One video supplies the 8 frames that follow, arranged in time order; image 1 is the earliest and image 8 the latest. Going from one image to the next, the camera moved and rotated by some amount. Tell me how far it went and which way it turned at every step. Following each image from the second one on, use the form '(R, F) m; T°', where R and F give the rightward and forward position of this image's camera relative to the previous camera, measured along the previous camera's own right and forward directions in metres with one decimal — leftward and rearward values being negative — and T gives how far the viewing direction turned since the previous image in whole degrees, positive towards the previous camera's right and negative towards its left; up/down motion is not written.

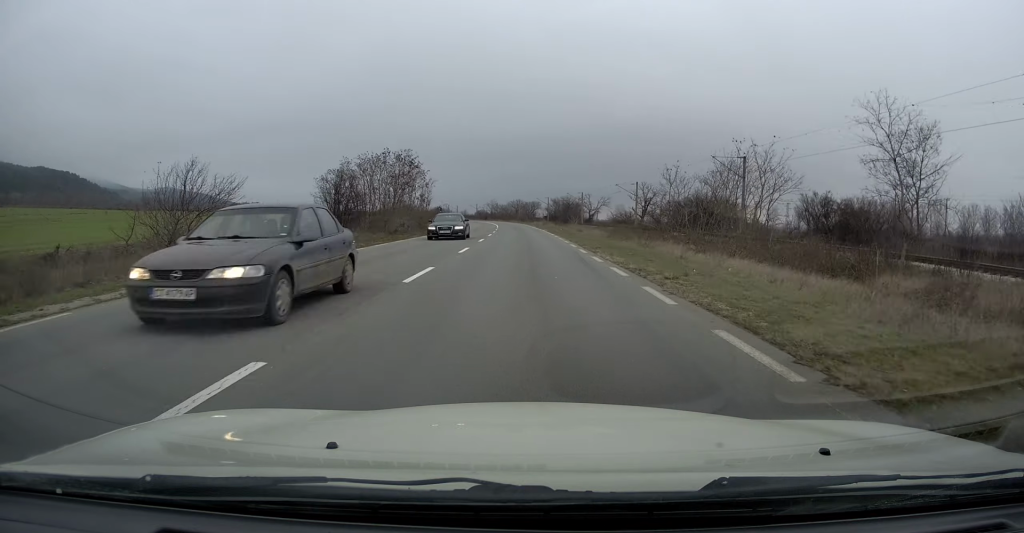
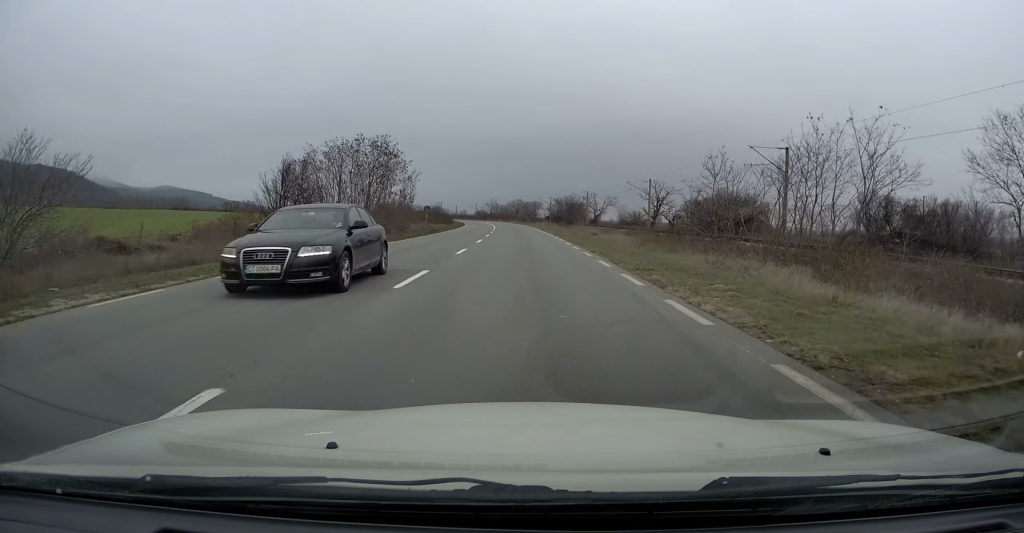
(-0.2, +9.6) m; -1°
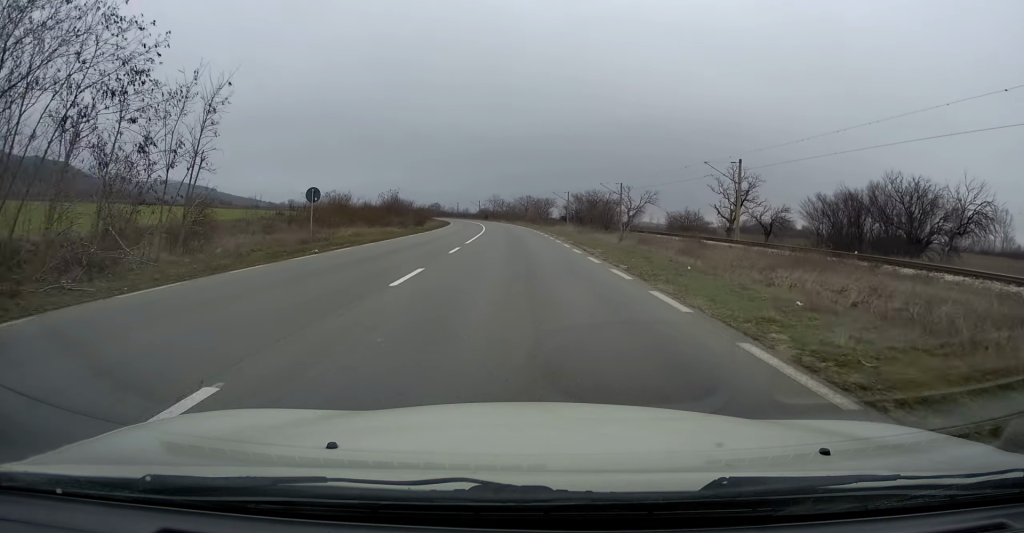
(-0.9, +35.5) m; -1°
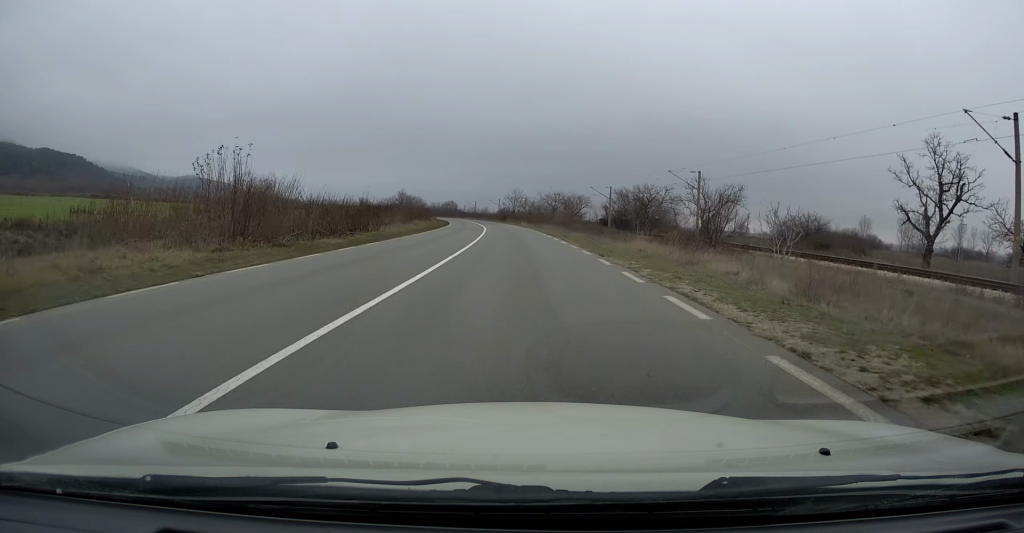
(+0.1, +32.7) m; -1°
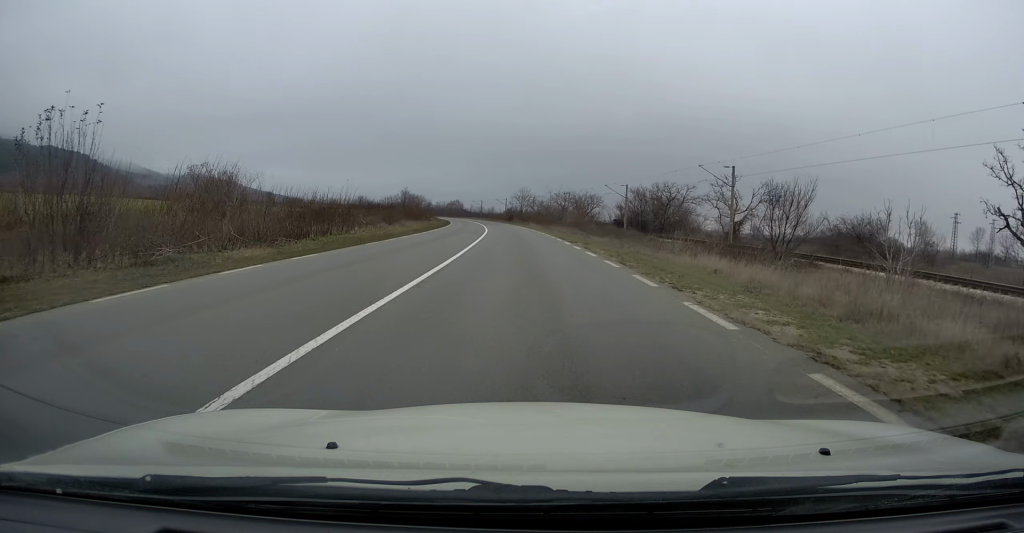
(+0.1, +8.7) m; -1°
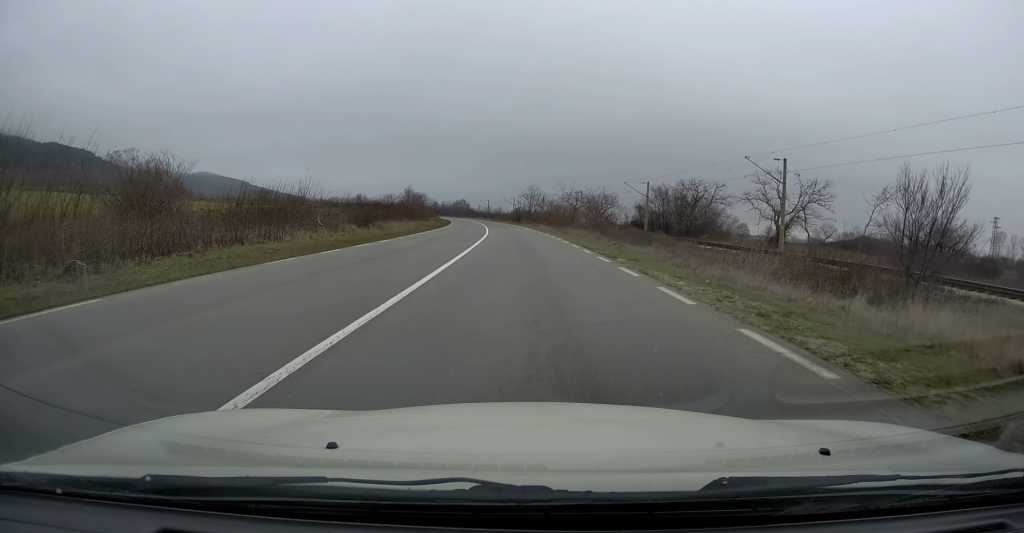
(-0.2, +10.1) m; -1°
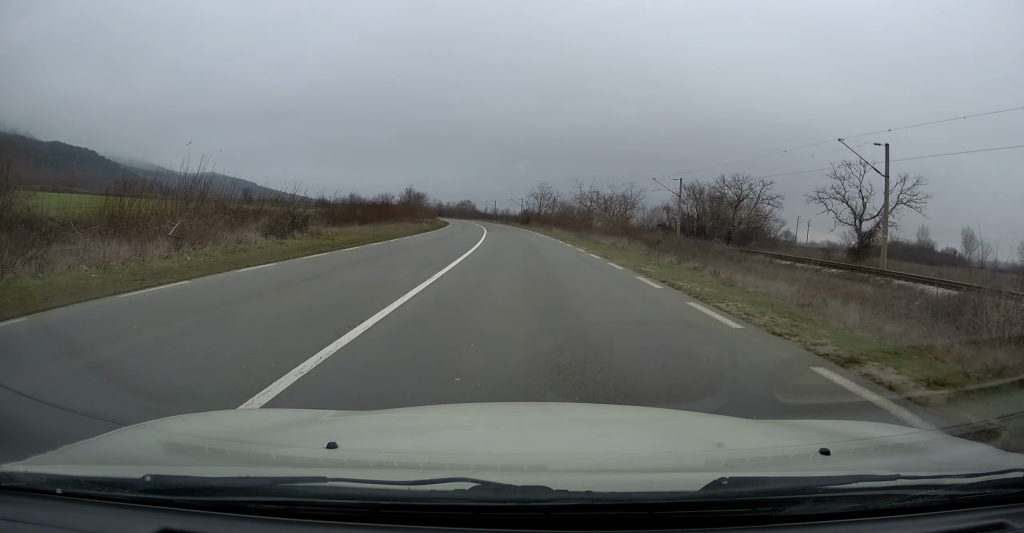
(-0.2, +13.7) m; -1°
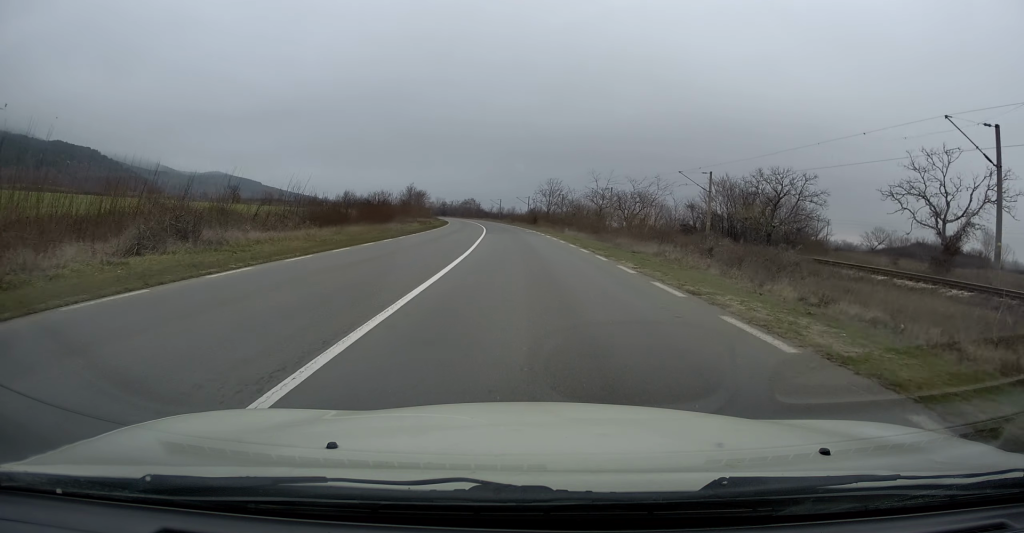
(+0.1, +9.3) m; -1°
